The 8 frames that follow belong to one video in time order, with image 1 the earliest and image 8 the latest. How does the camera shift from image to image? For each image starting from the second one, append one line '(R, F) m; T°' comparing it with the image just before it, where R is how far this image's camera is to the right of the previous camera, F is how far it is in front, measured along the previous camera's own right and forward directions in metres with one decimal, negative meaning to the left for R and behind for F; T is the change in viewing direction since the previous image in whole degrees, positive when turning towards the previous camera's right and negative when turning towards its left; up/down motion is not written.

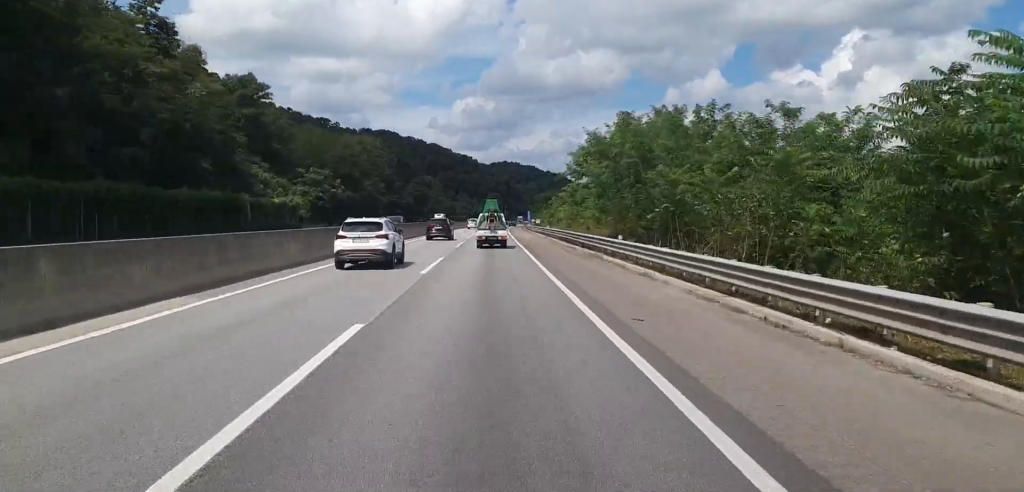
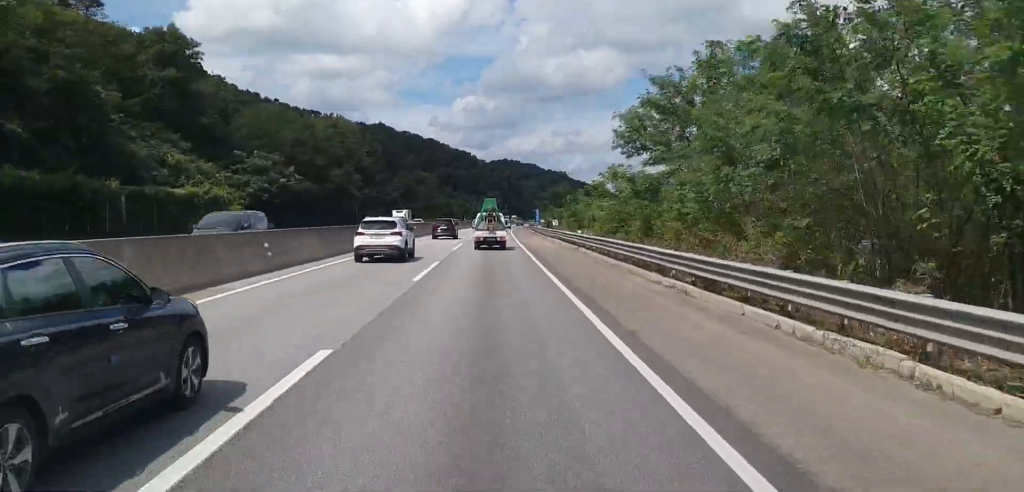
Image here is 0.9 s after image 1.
(+0.1, +22.9) m; 0°
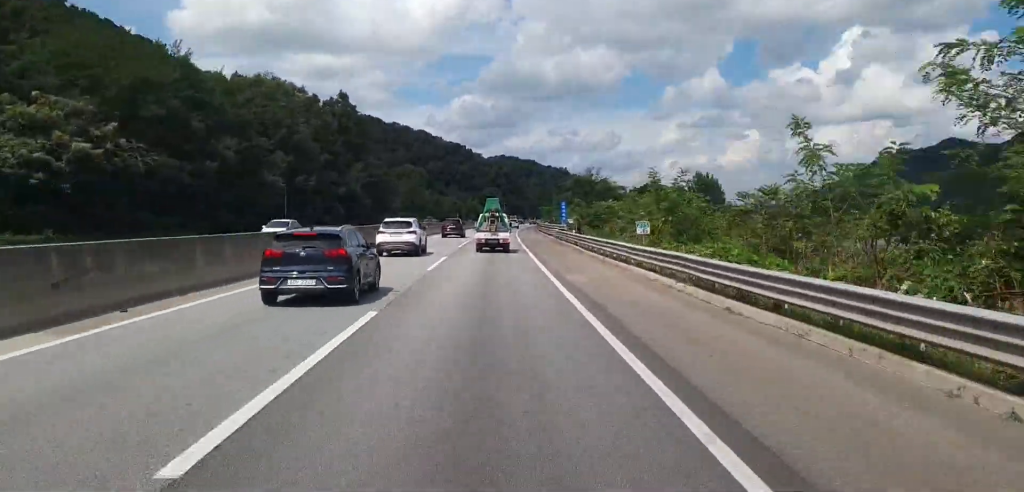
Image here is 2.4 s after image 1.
(0.0, +36.0) m; 0°
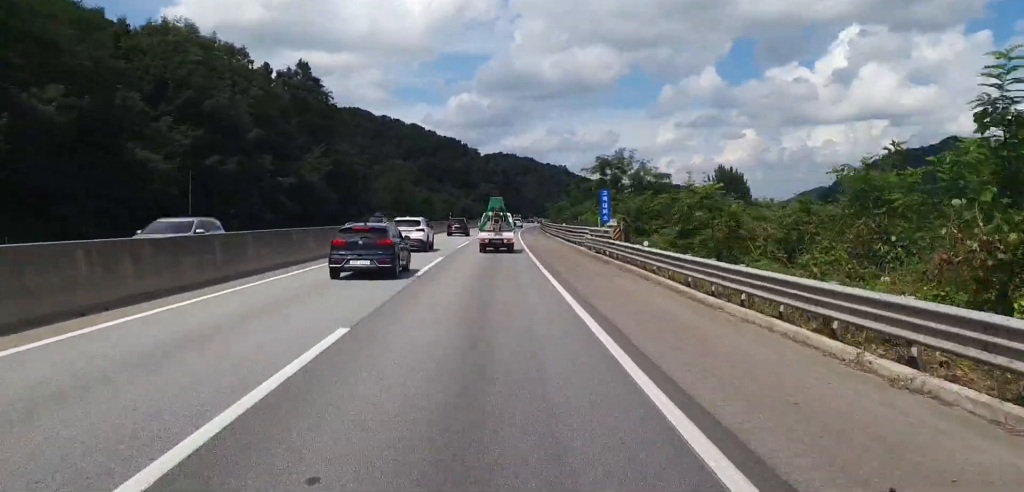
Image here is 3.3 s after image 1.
(0.0, +22.1) m; 0°
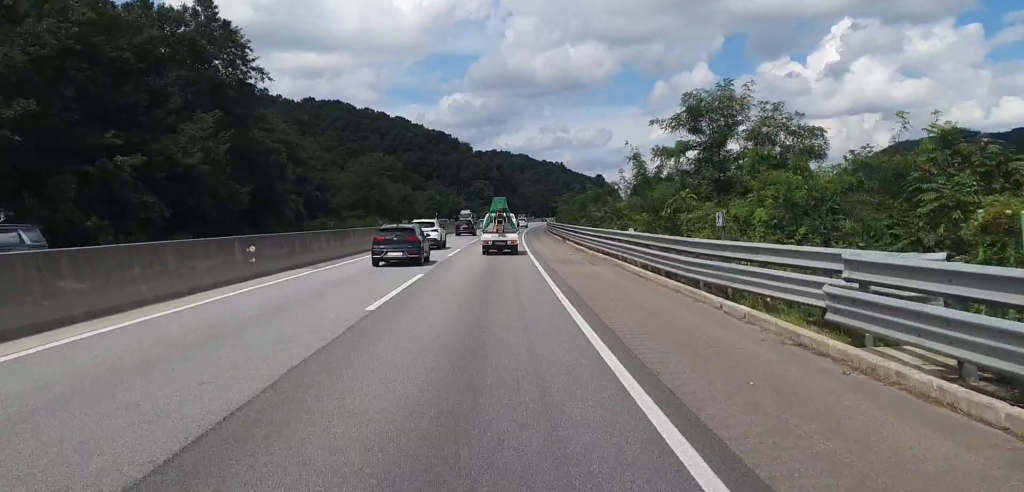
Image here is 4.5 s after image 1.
(+0.2, +29.4) m; +2°
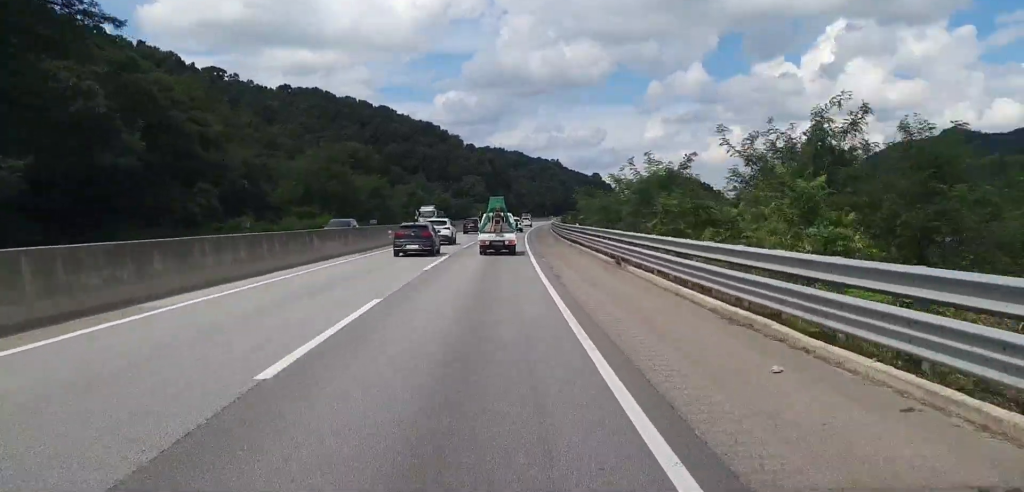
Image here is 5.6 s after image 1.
(+0.6, +27.7) m; +1°
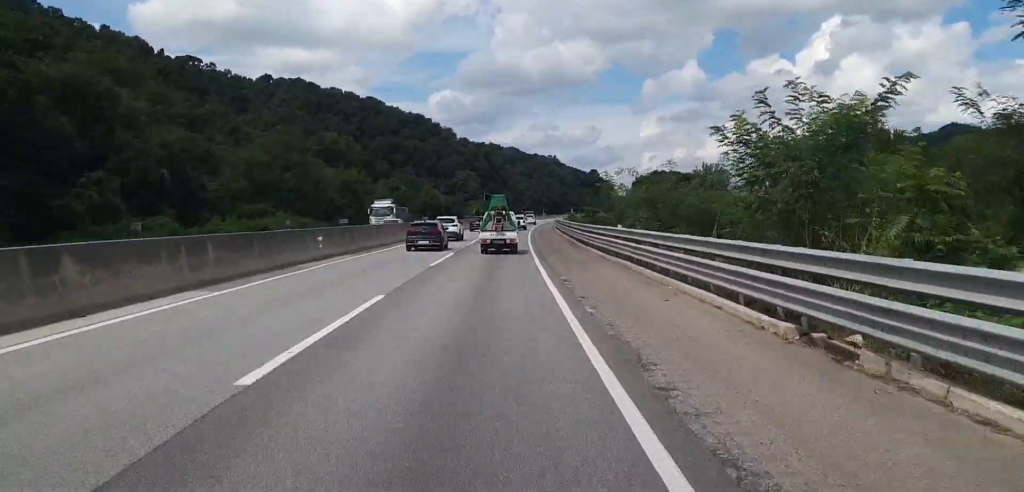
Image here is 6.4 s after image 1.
(+0.2, +18.0) m; 0°
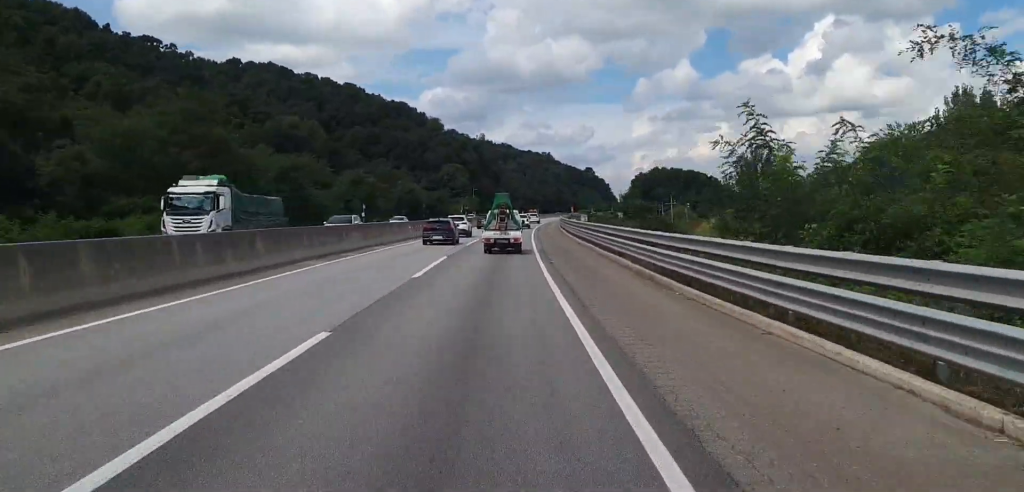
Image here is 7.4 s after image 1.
(-0.3, +24.7) m; 0°
